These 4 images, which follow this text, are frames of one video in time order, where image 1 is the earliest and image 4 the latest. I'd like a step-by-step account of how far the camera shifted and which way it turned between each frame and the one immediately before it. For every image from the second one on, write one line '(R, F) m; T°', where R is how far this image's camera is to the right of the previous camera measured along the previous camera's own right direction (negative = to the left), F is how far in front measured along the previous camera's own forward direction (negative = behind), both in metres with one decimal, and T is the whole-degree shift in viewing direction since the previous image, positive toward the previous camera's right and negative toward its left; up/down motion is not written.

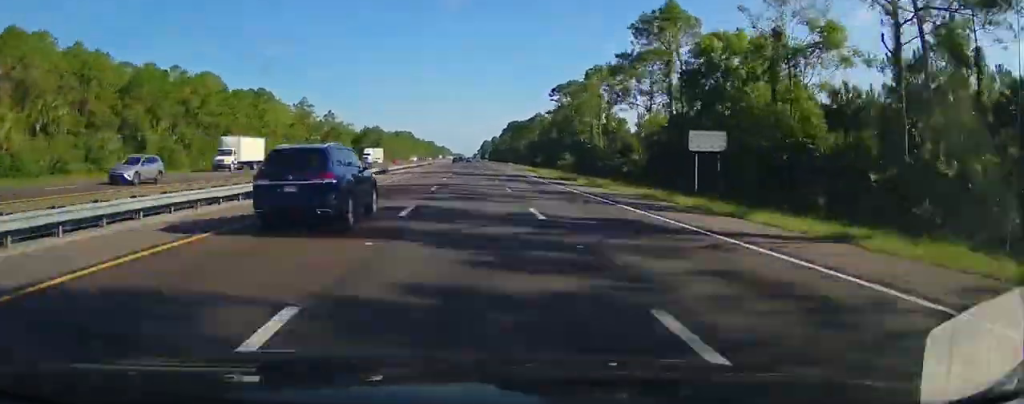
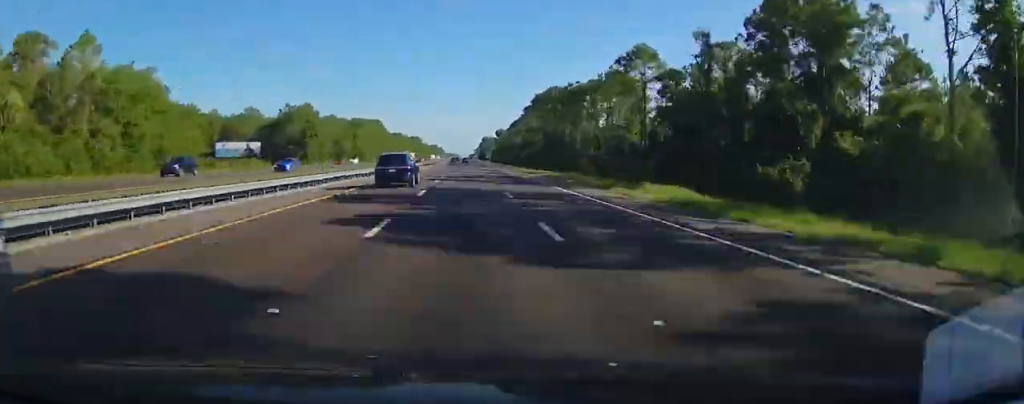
(+0.2, +126.1) m; 0°
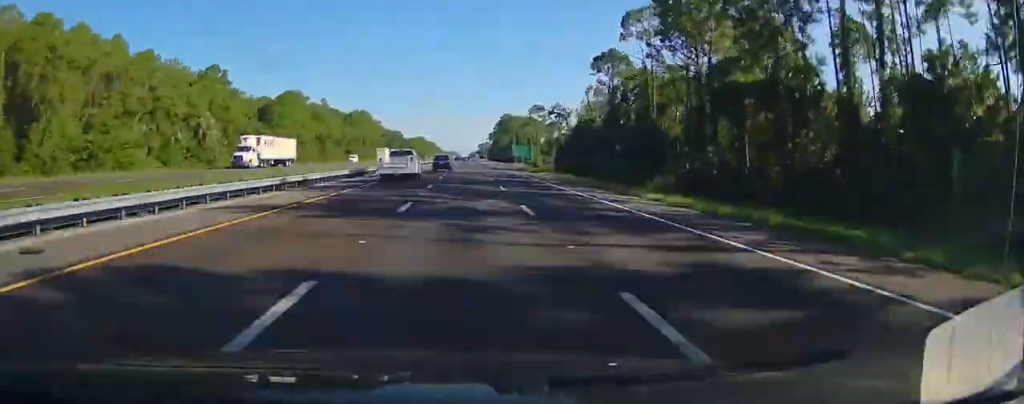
(+0.9, +264.7) m; 0°
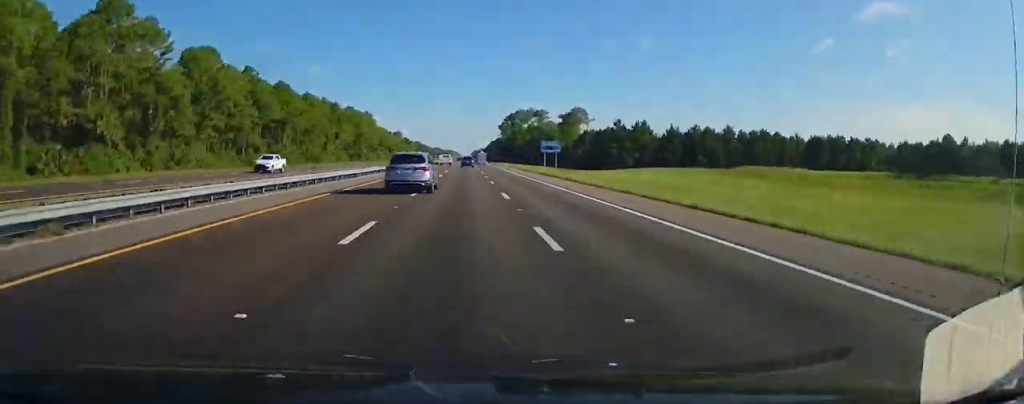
(-1.3, +489.9) m; 0°
